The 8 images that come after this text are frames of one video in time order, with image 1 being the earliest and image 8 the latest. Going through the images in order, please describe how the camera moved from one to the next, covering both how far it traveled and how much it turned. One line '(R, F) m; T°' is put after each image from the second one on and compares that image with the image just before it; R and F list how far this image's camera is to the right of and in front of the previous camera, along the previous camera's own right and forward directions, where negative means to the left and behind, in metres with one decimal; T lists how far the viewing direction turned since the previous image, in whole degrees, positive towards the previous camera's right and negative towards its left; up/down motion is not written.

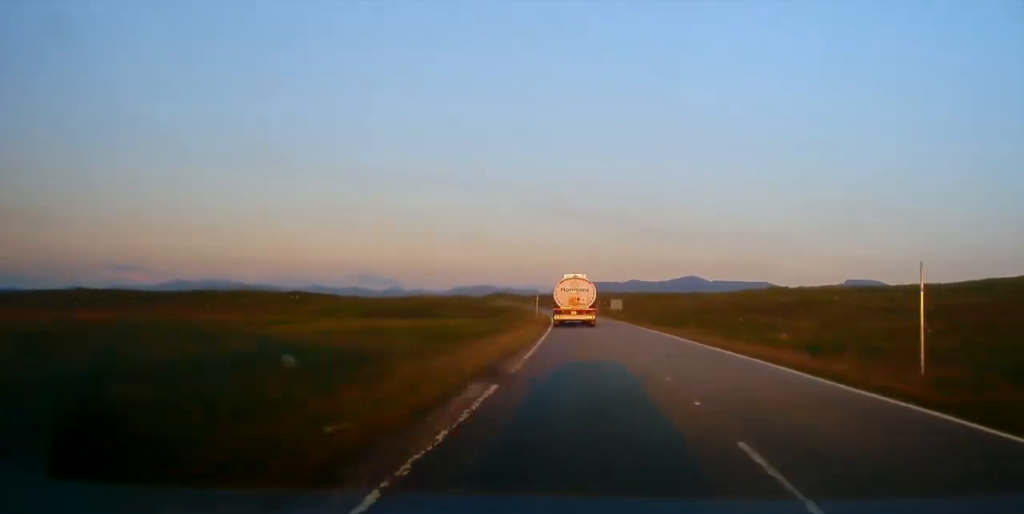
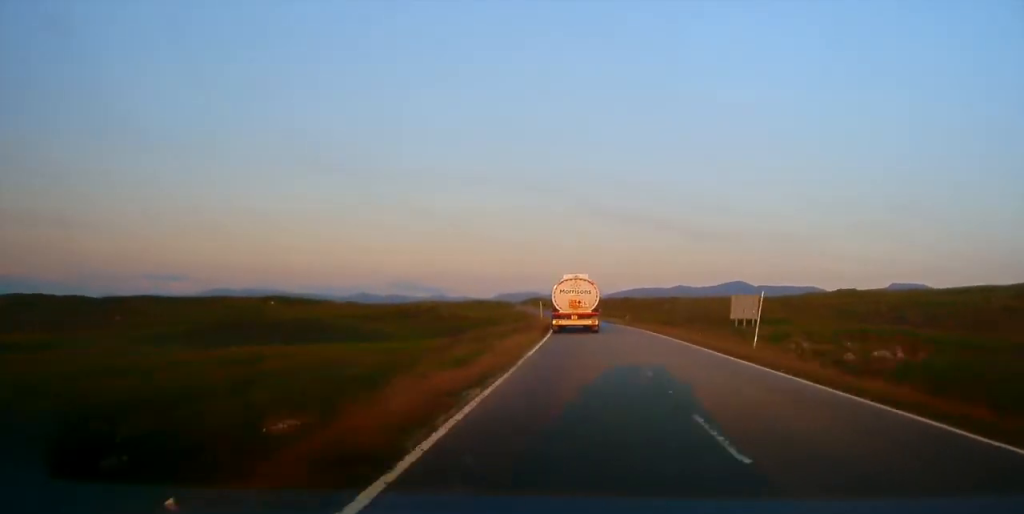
(-1.9, +94.7) m; -3°
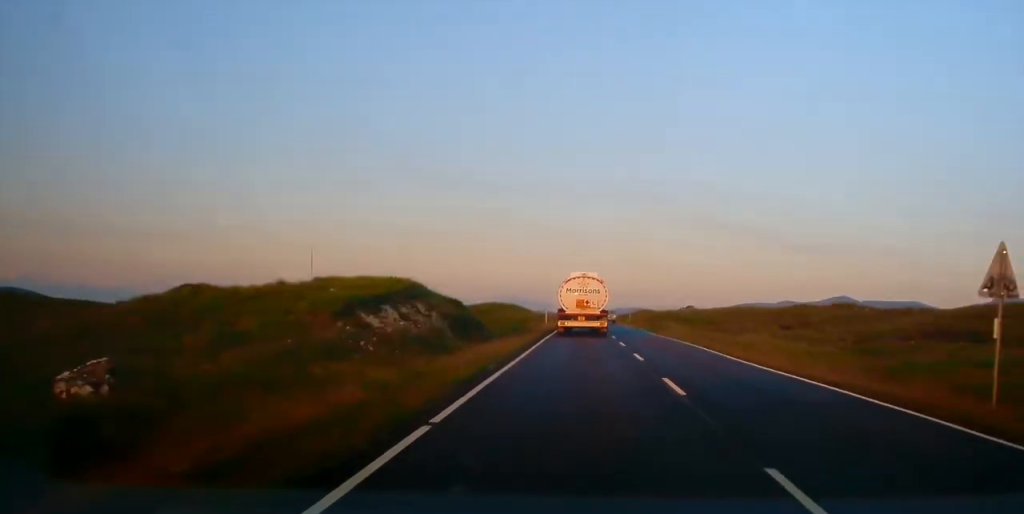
(-15.1, +236.1) m; -5°
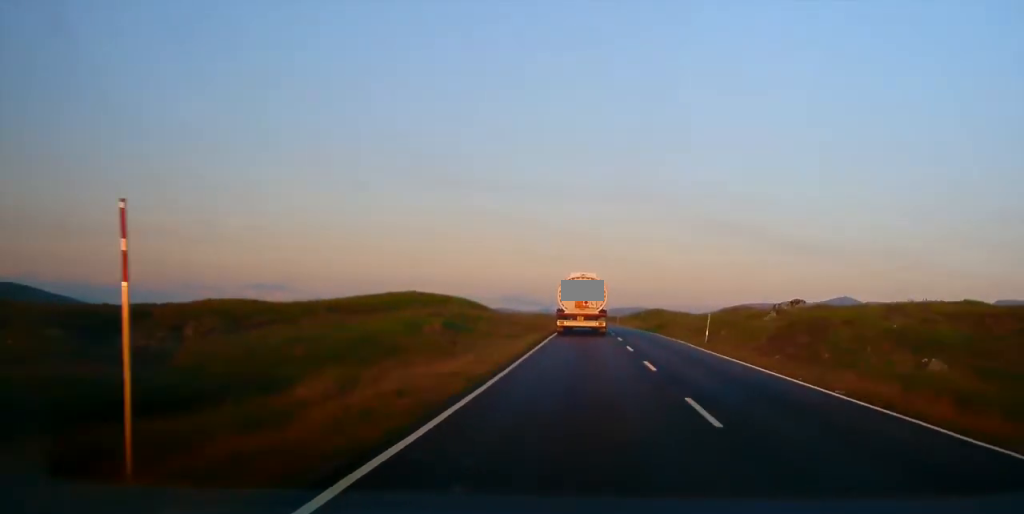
(-0.2, +64.6) m; 0°
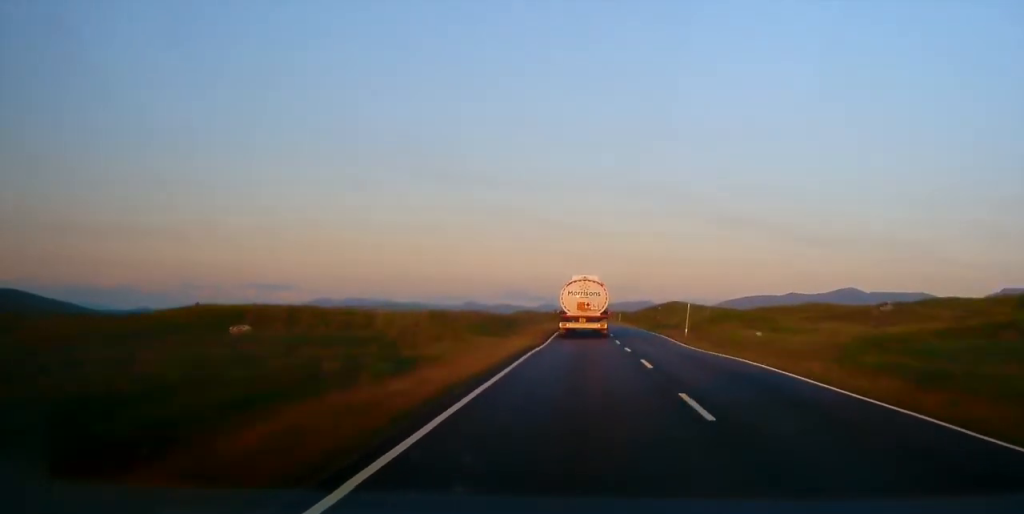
(+0.1, +96.8) m; 0°
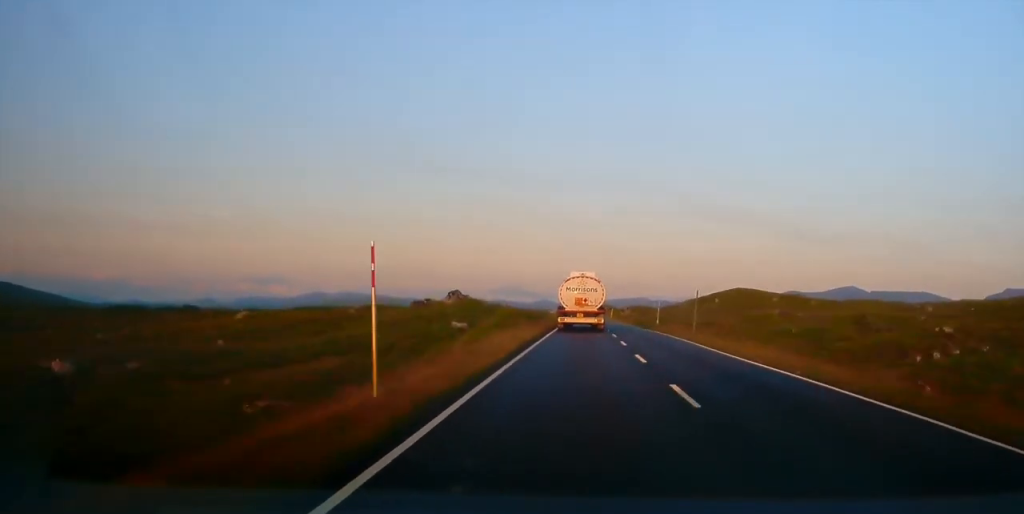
(-0.5, +192.3) m; 0°
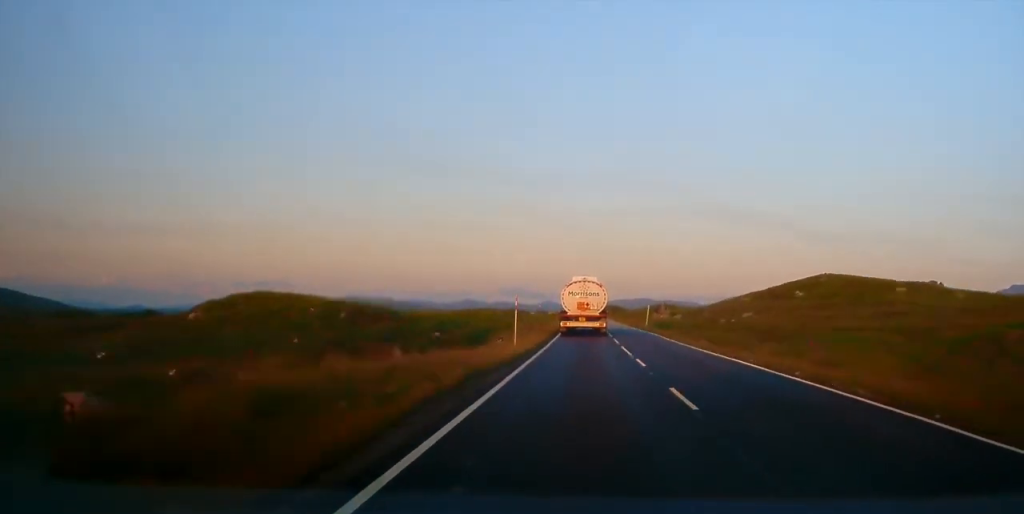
(+0.3, +88.6) m; 0°
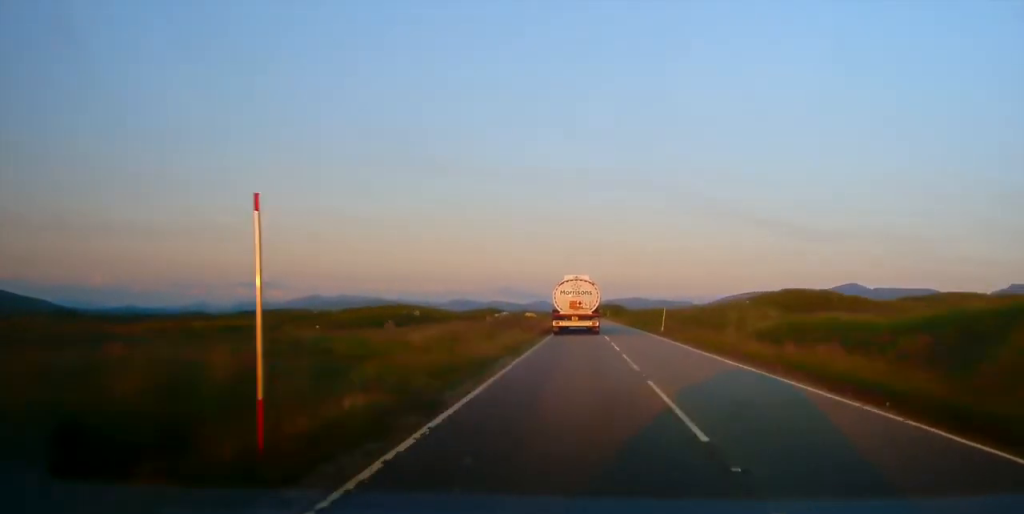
(-0.3, +133.4) m; 0°
